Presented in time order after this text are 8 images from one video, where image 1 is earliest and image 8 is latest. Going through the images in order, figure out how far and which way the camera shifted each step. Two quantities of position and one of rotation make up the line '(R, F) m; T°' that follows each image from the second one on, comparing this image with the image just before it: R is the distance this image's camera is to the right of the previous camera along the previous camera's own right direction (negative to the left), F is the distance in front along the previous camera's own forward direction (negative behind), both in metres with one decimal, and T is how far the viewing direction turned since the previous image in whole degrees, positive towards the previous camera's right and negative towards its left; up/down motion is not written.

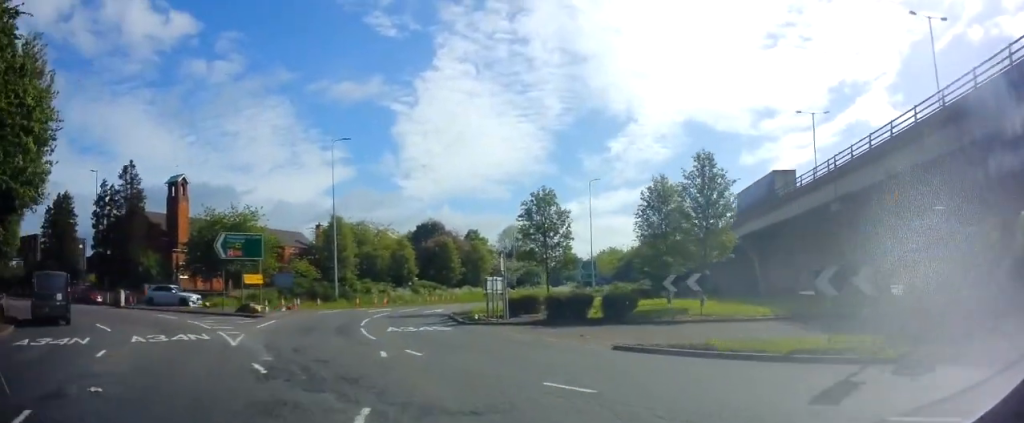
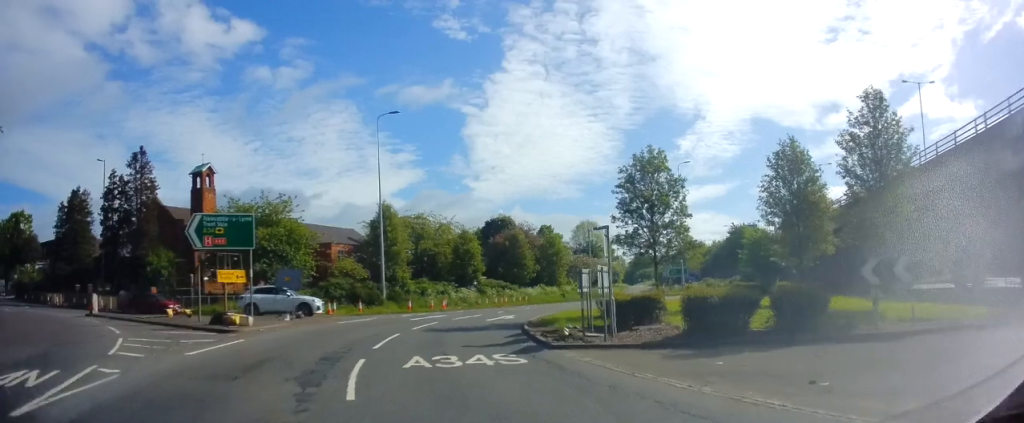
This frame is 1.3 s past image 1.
(+0.1, +8.8) m; -4°
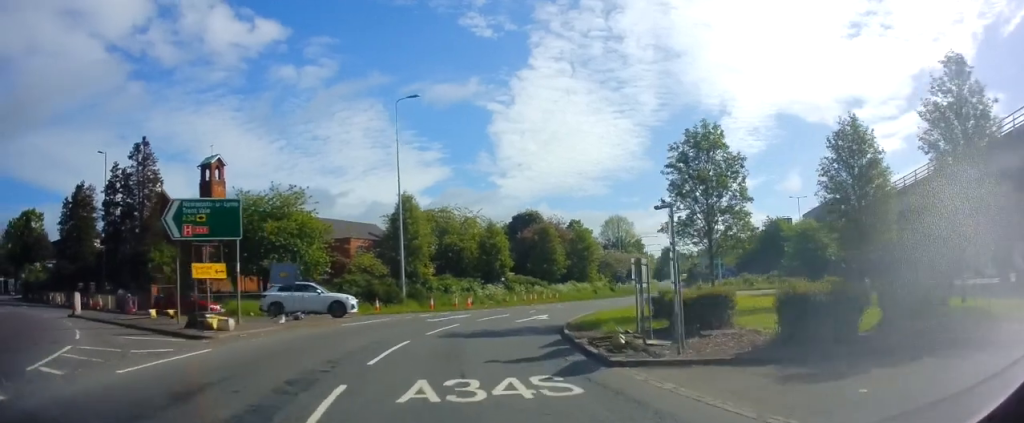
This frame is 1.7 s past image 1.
(-0.2, +3.2) m; -3°
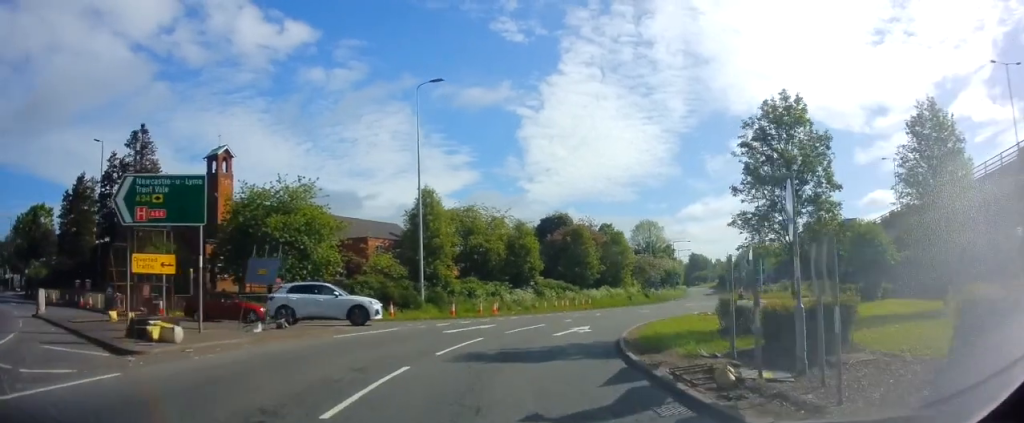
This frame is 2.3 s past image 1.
(-0.4, +3.9) m; -5°
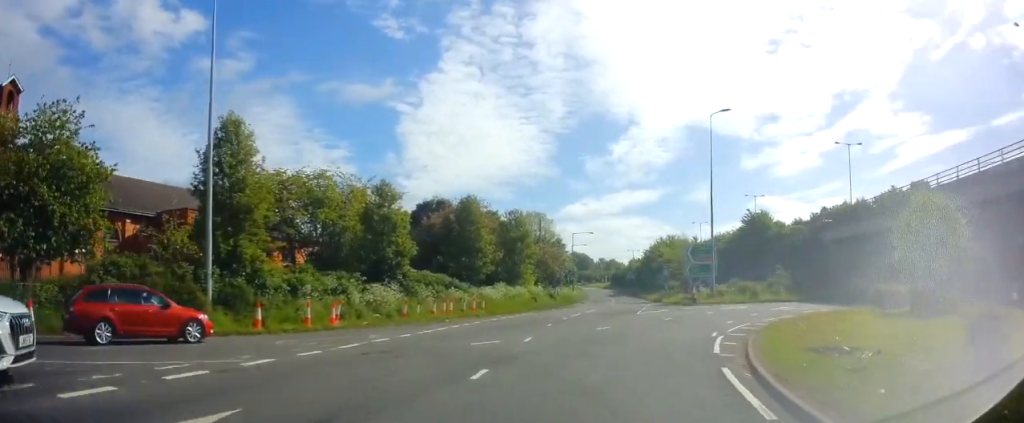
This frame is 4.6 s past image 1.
(+0.9, +15.5) m; +15°
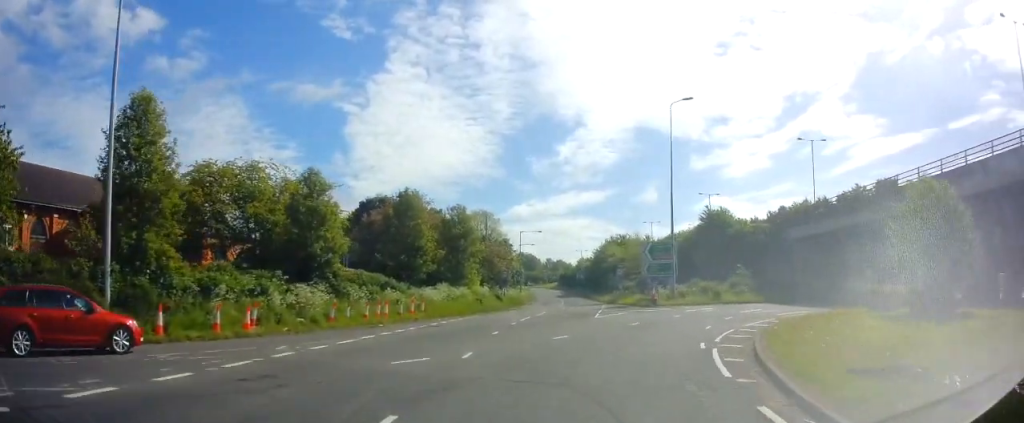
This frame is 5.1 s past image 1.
(+0.3, +3.4) m; +6°
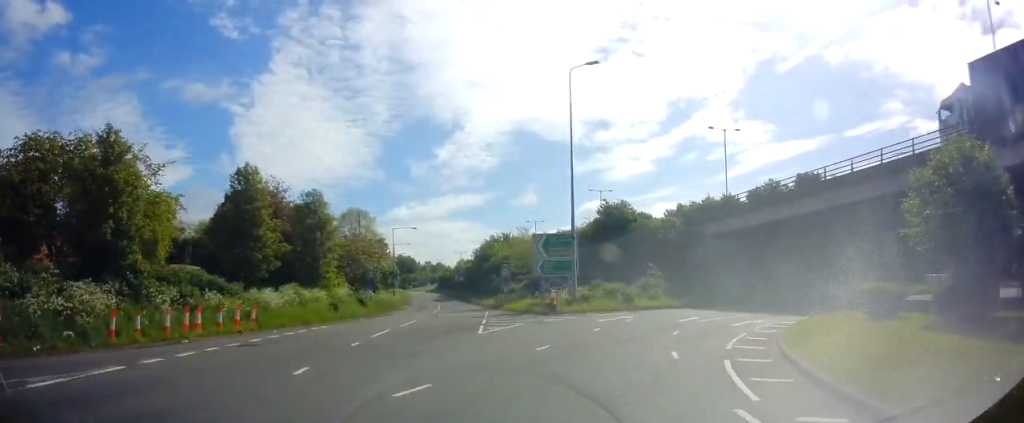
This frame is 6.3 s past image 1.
(+0.8, +7.8) m; +8°
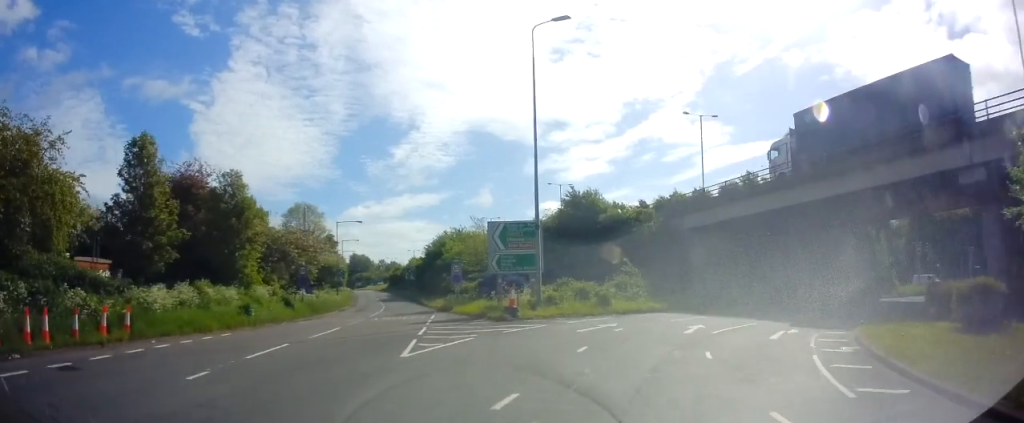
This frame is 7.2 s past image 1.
(+0.2, +6.2) m; +5°
